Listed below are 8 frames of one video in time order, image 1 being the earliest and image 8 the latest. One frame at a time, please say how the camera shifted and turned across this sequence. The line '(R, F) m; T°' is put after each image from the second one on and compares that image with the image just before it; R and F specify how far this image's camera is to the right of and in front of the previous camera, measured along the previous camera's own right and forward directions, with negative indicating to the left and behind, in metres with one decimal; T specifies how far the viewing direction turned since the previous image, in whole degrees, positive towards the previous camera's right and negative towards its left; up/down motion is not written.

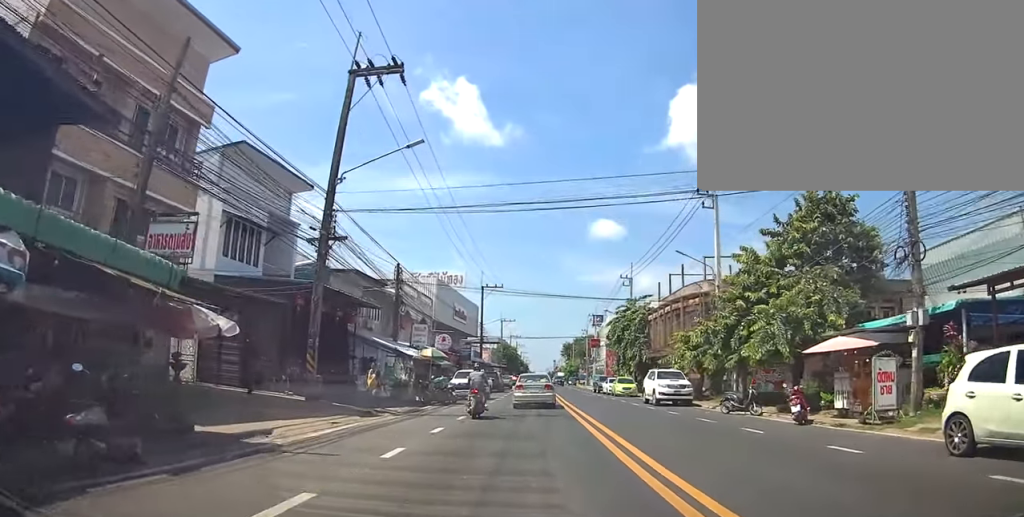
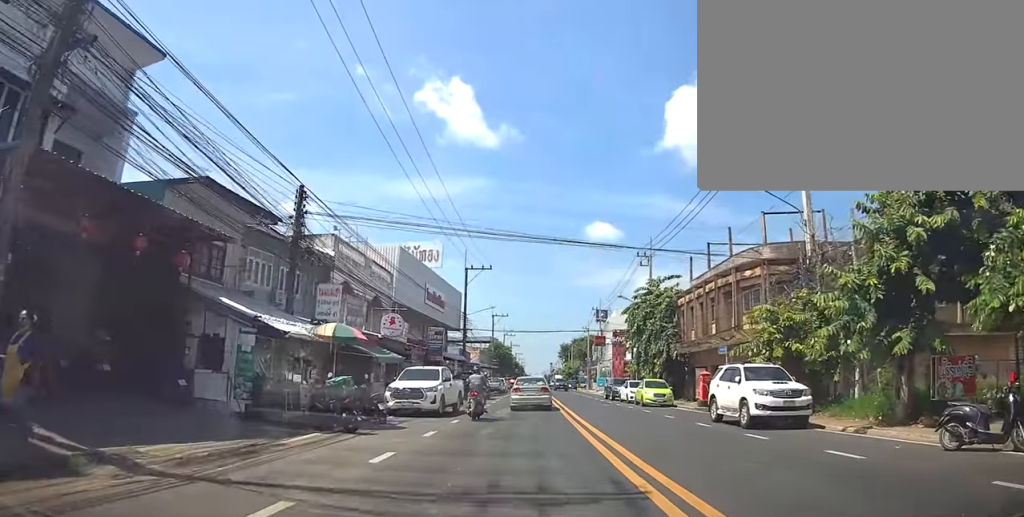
(-0.4, +12.1) m; +2°
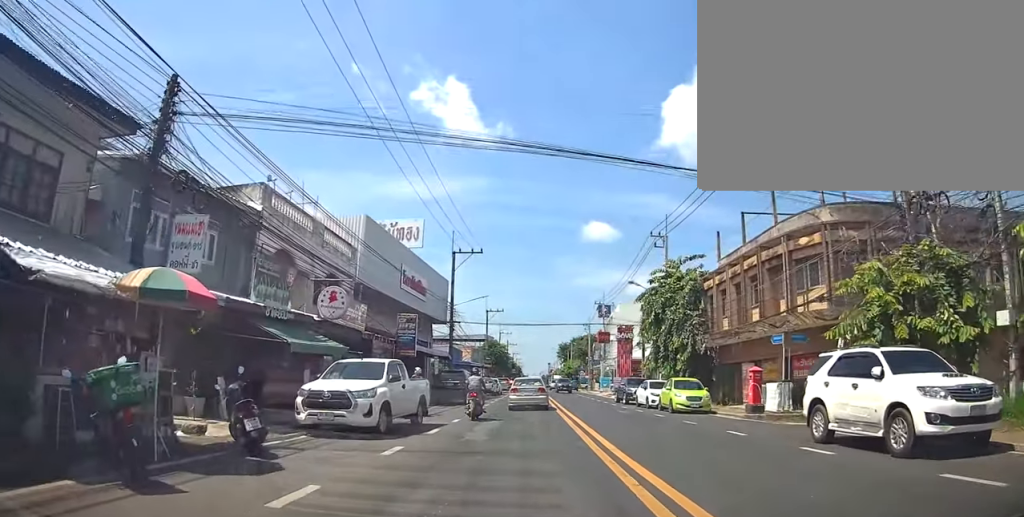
(+0.3, +6.9) m; +3°
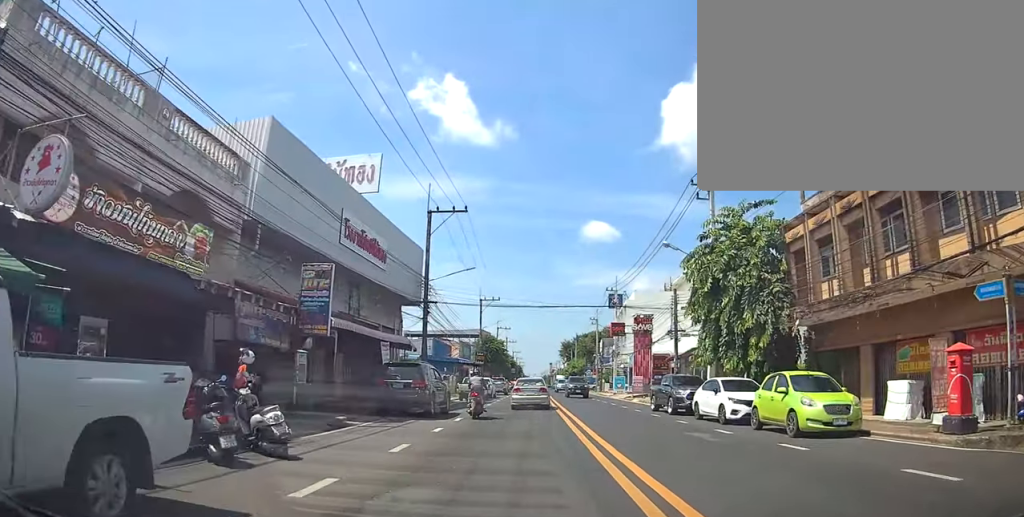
(+0.1, +11.3) m; 0°
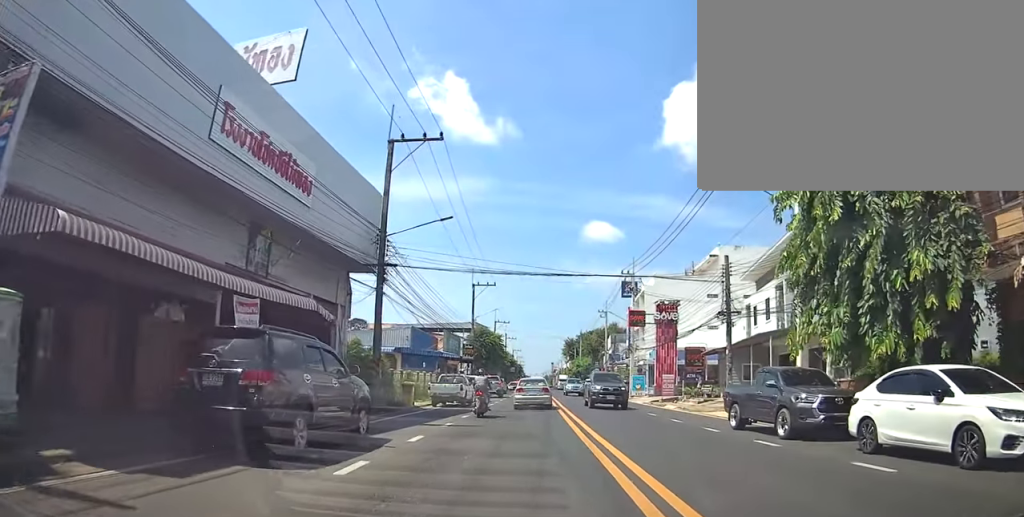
(0.0, +10.4) m; 0°
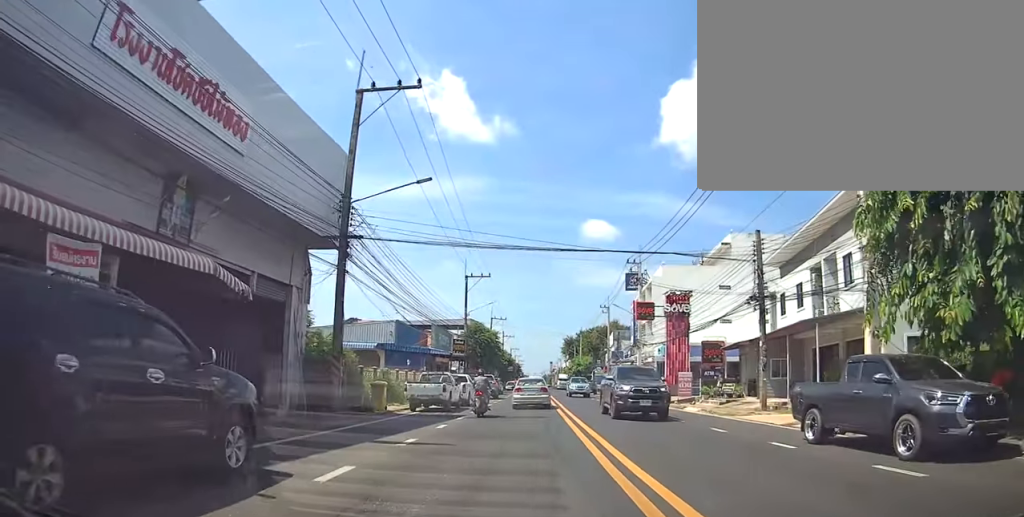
(0.0, +4.5) m; 0°
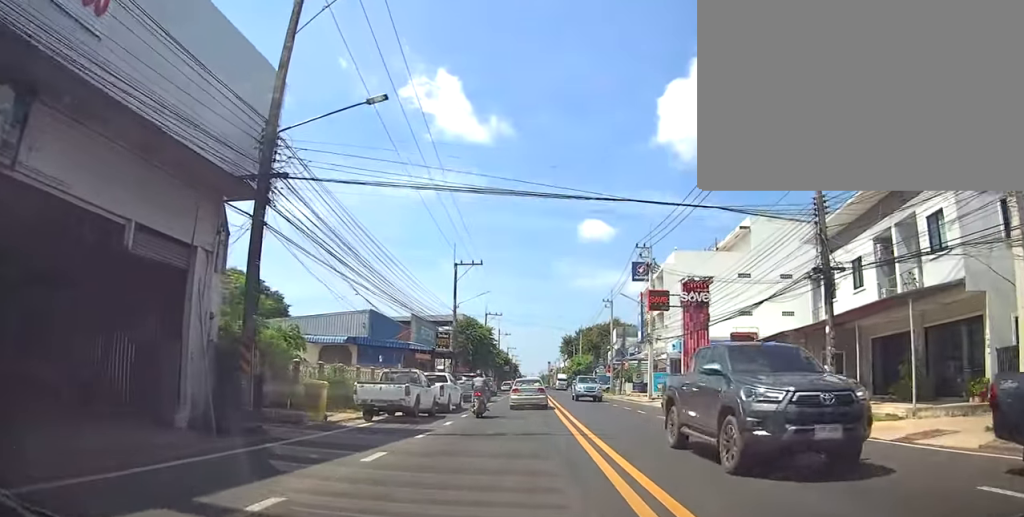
(0.0, +5.9) m; 0°
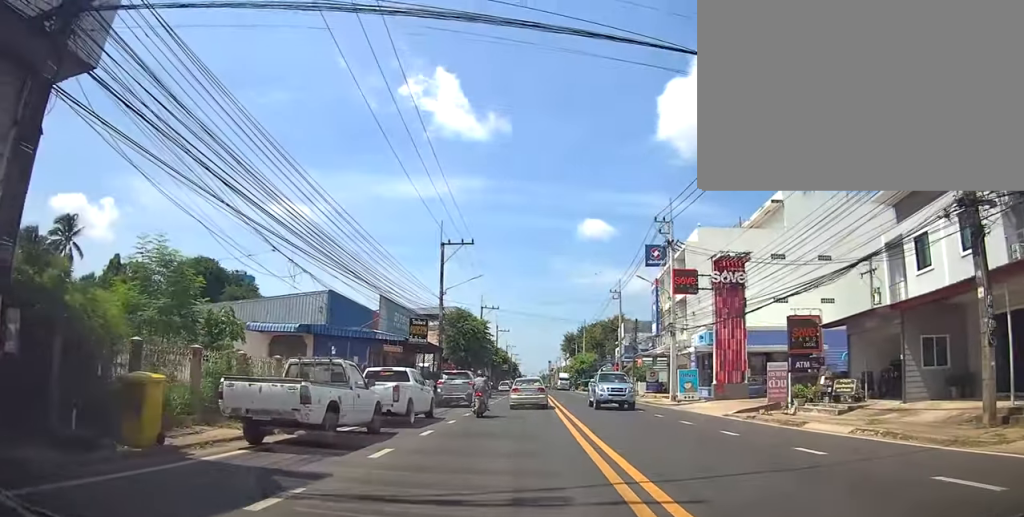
(0.0, +7.2) m; 0°
